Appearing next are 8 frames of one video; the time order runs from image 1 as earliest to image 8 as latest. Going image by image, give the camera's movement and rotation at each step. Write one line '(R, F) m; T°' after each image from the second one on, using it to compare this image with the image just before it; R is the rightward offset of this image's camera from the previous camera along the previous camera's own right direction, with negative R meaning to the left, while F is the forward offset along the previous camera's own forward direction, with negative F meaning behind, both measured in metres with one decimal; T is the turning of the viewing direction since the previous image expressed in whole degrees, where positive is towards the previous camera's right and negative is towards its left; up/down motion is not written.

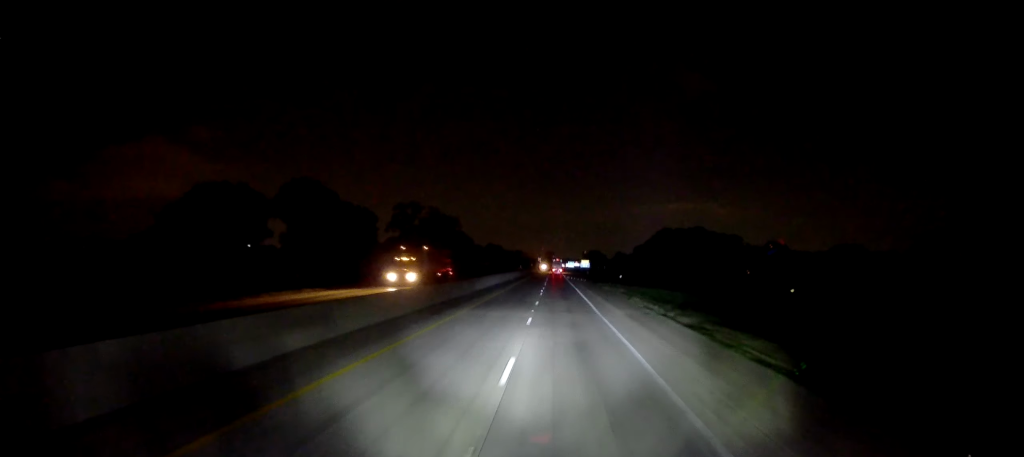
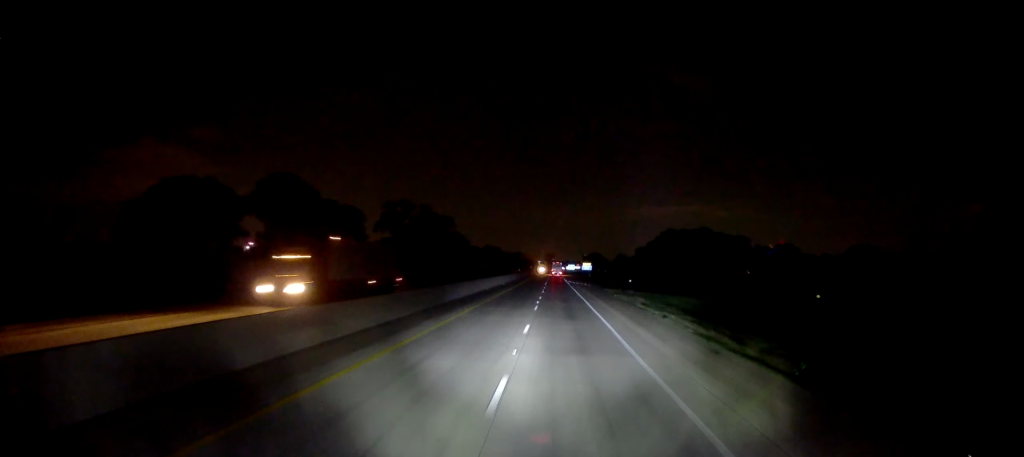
(+0.1, +14.8) m; 0°
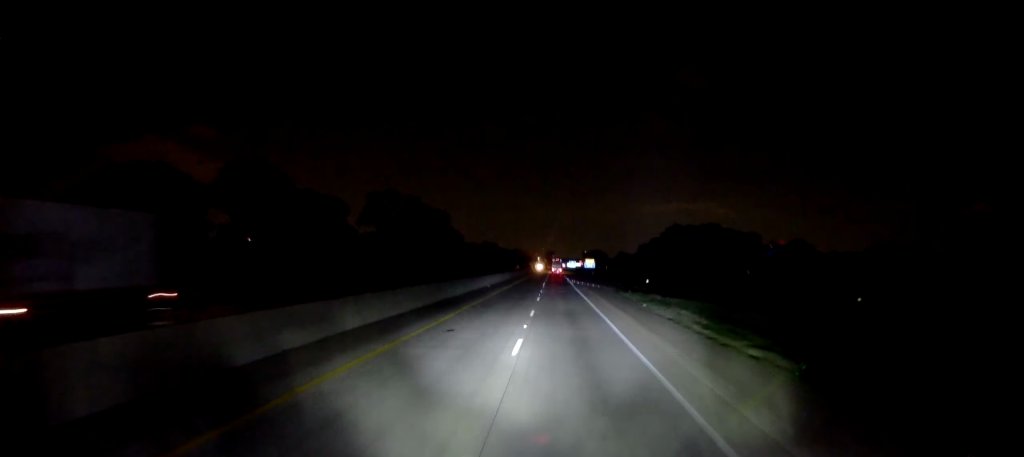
(+0.3, +17.8) m; -1°
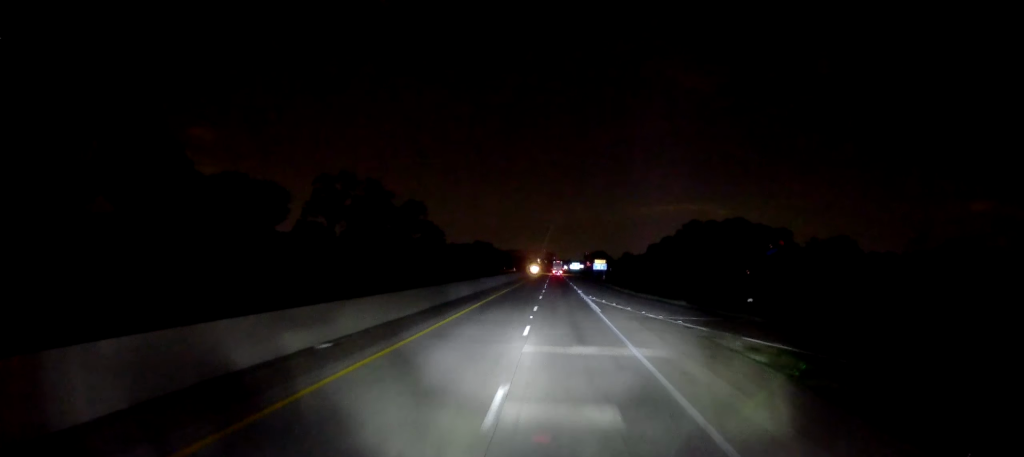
(-0.3, +44.1) m; 0°
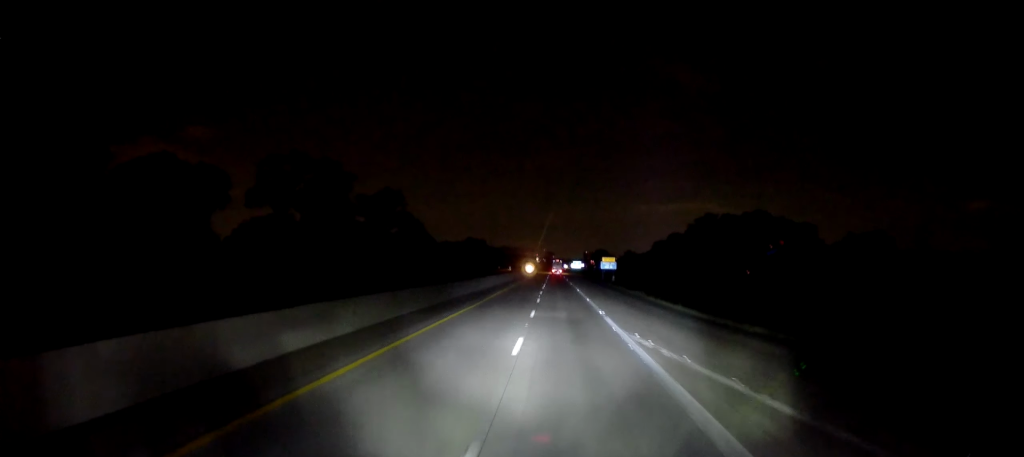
(-0.1, +28.7) m; 0°
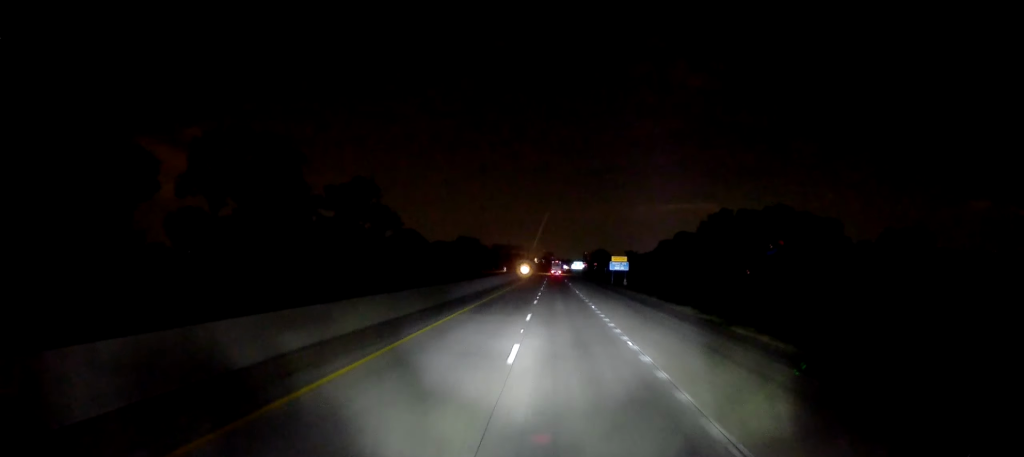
(0.0, +25.3) m; +1°
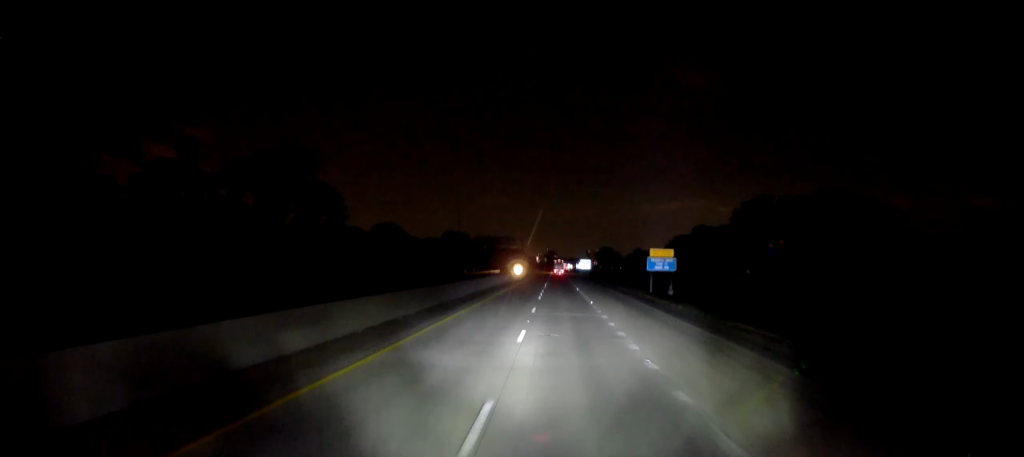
(+0.5, +44.2) m; 0°
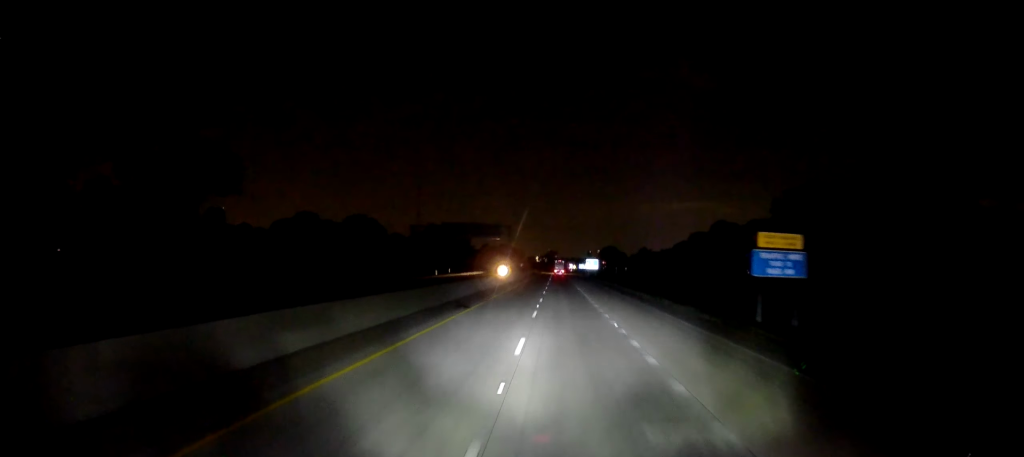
(-0.5, +38.0) m; -1°
